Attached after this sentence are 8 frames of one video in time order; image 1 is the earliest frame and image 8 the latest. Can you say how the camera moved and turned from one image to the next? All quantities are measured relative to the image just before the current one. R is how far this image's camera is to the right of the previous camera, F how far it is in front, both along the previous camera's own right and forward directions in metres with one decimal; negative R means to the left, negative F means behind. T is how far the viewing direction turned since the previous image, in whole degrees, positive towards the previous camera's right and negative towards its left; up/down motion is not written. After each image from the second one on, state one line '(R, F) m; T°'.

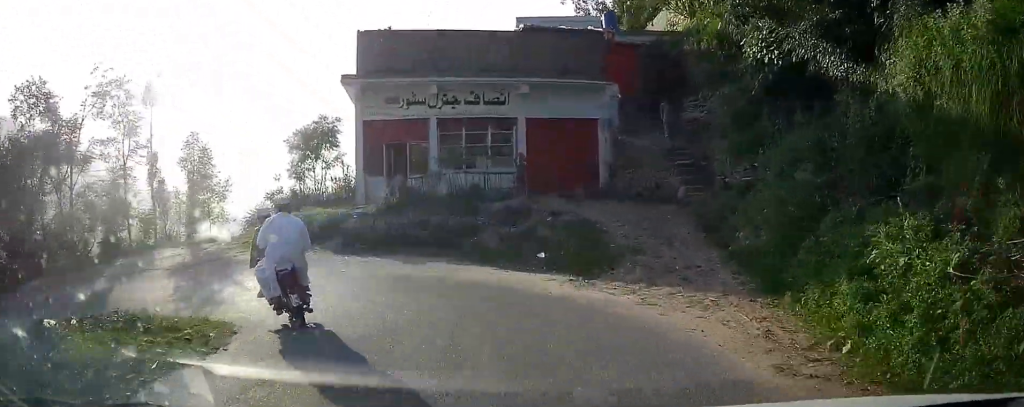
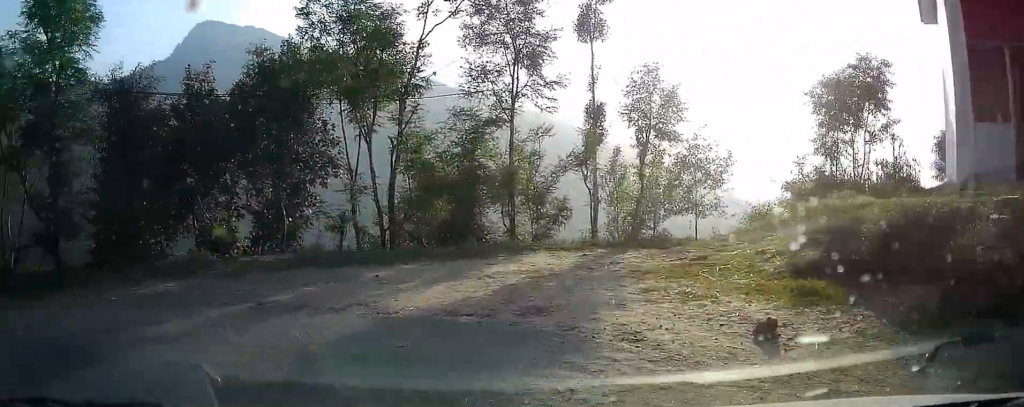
(-2.5, +15.0) m; -44°
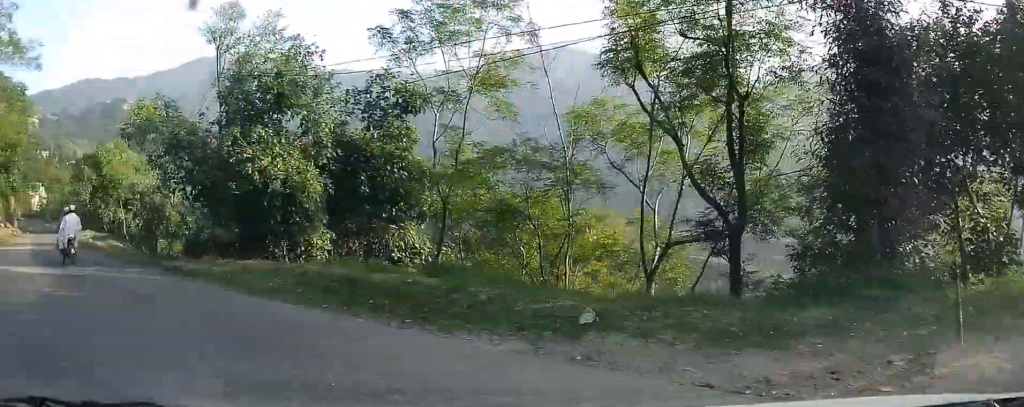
(-4.2, +4.8) m; -79°
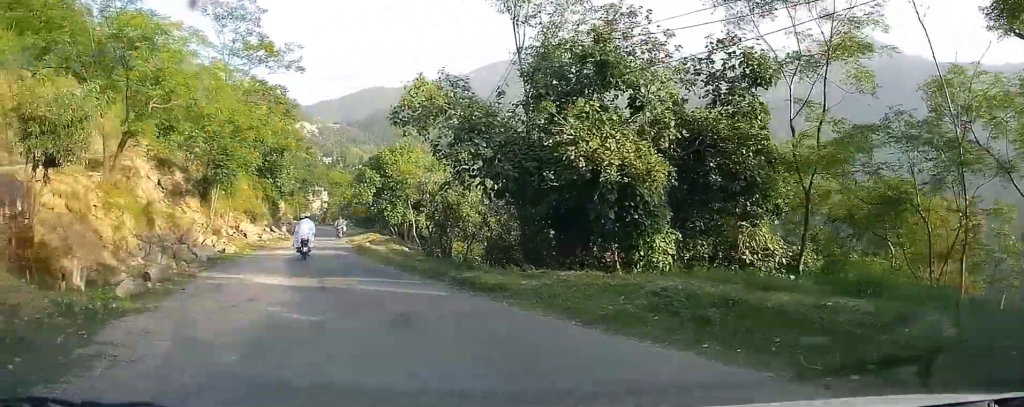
(-1.4, +2.9) m; -21°
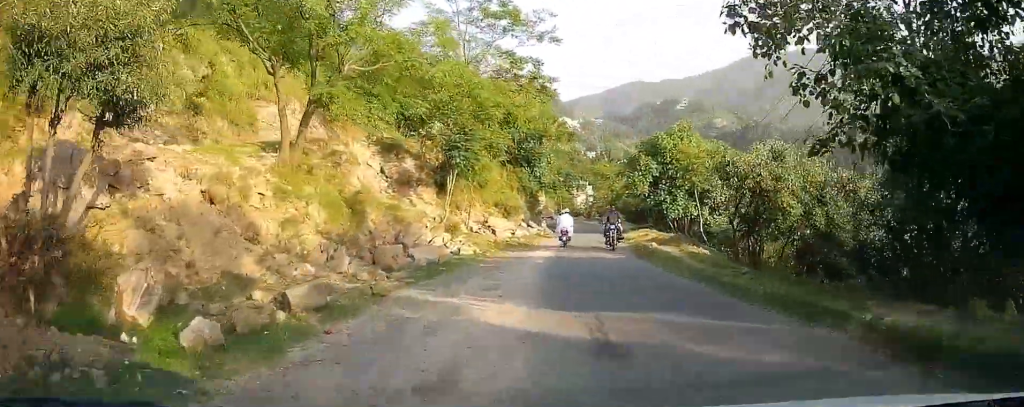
(-1.7, +5.4) m; -24°
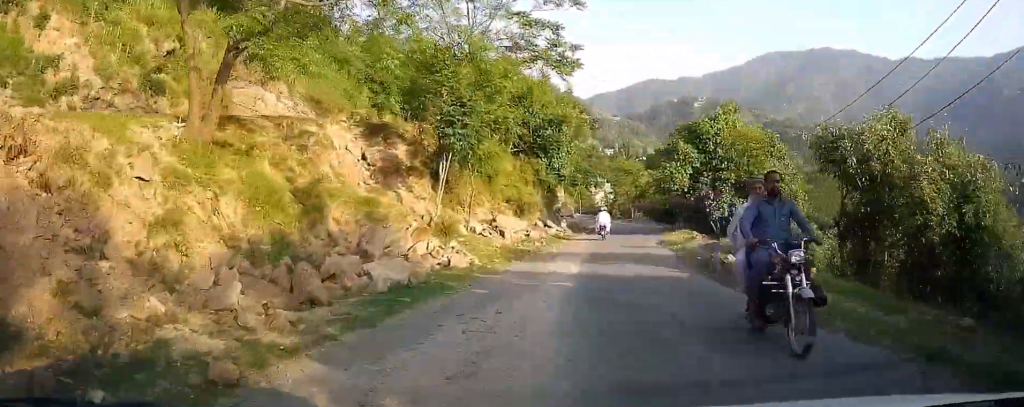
(-0.6, +5.3) m; -10°
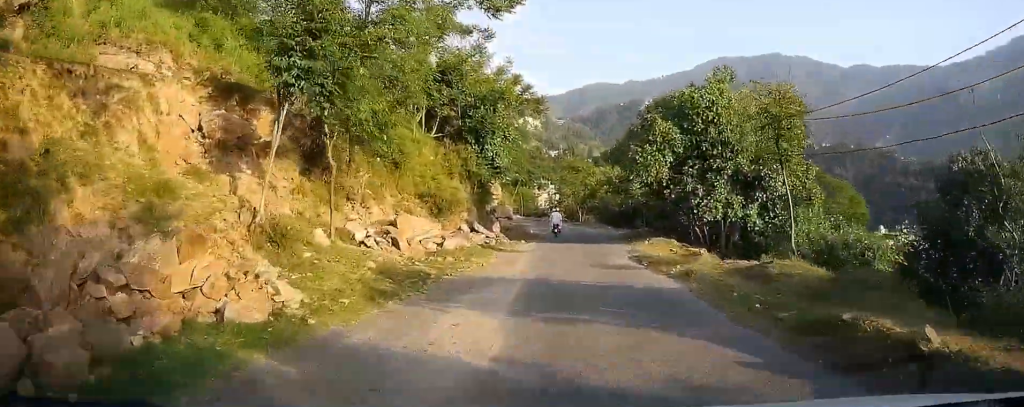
(-0.5, +8.1) m; +2°
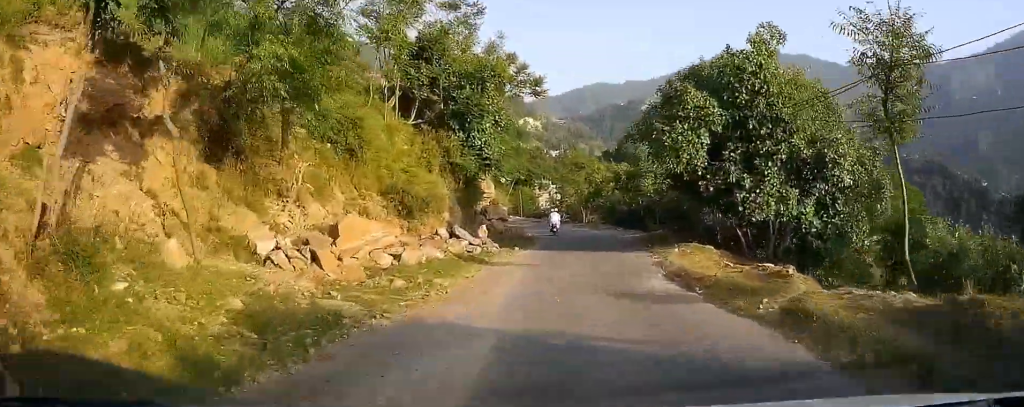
(+0.1, +5.2) m; +3°
